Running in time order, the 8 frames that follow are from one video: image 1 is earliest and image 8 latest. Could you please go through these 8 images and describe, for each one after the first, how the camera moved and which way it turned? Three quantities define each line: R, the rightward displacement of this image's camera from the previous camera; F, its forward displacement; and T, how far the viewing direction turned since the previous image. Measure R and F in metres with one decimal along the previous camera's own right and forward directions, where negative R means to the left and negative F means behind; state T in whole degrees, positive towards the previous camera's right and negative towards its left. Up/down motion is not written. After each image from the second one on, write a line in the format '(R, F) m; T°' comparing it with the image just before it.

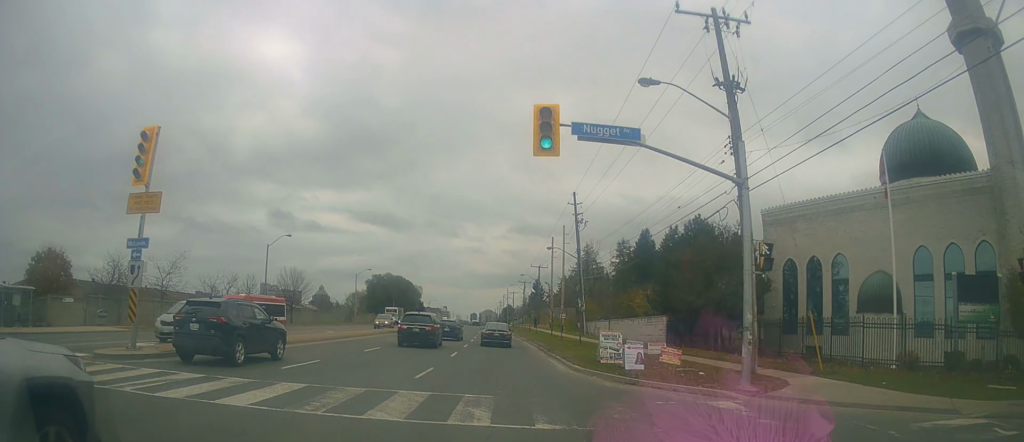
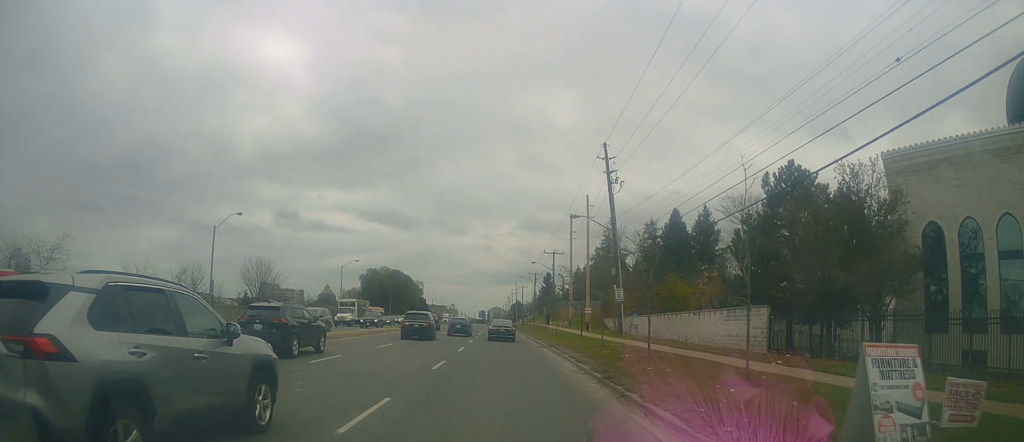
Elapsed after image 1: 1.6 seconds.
(-0.2, +14.9) m; 0°
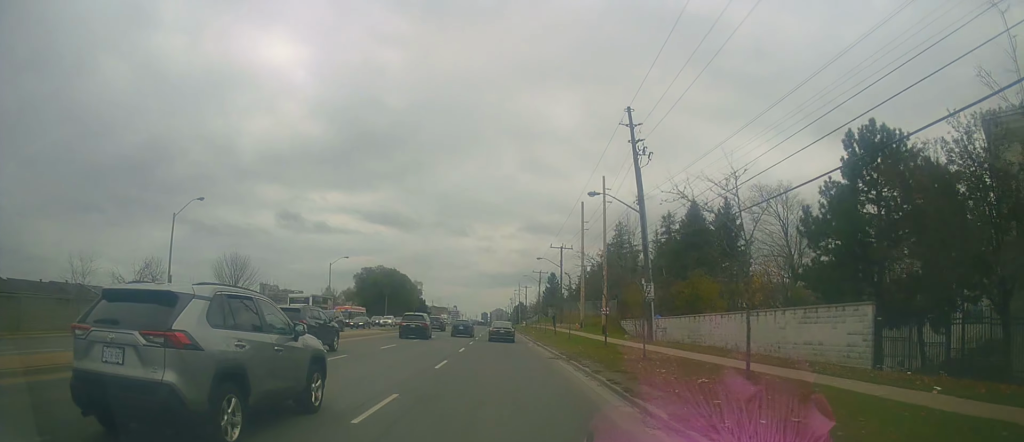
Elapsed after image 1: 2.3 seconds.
(0.0, +7.9) m; +1°
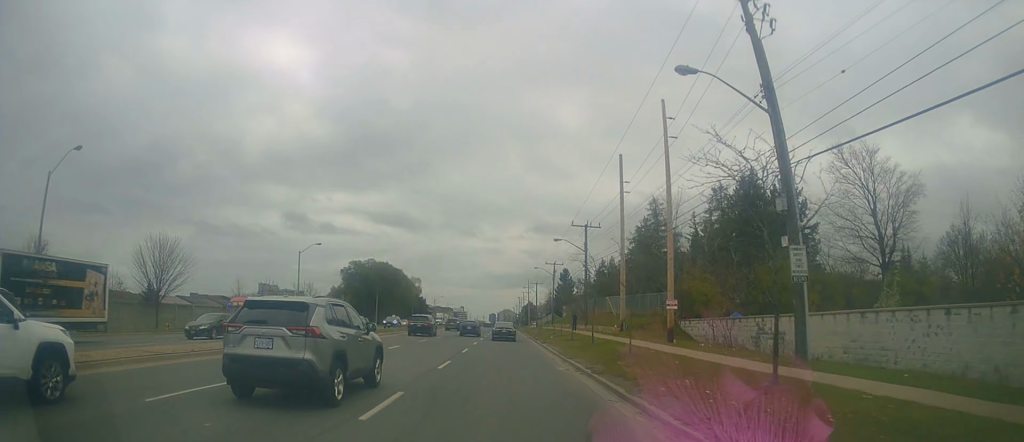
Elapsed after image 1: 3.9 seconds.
(+0.2, +16.8) m; -3°
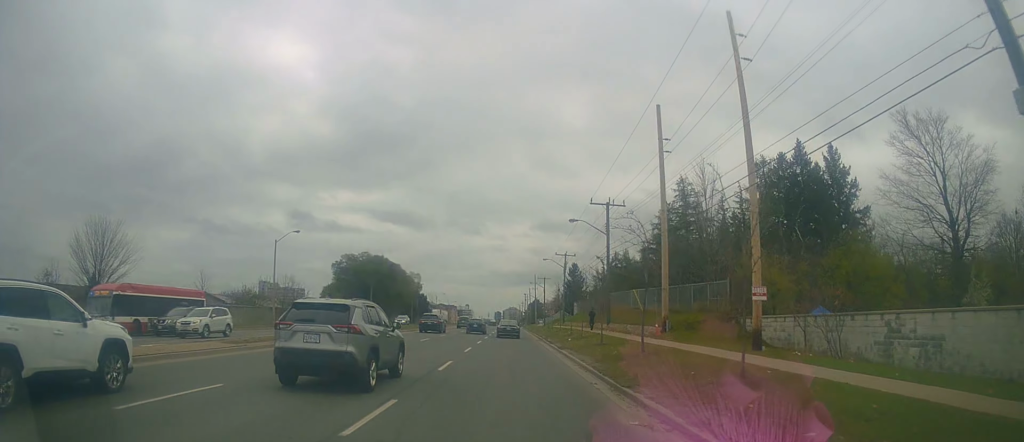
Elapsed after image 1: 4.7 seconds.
(-0.6, +9.7) m; -2°
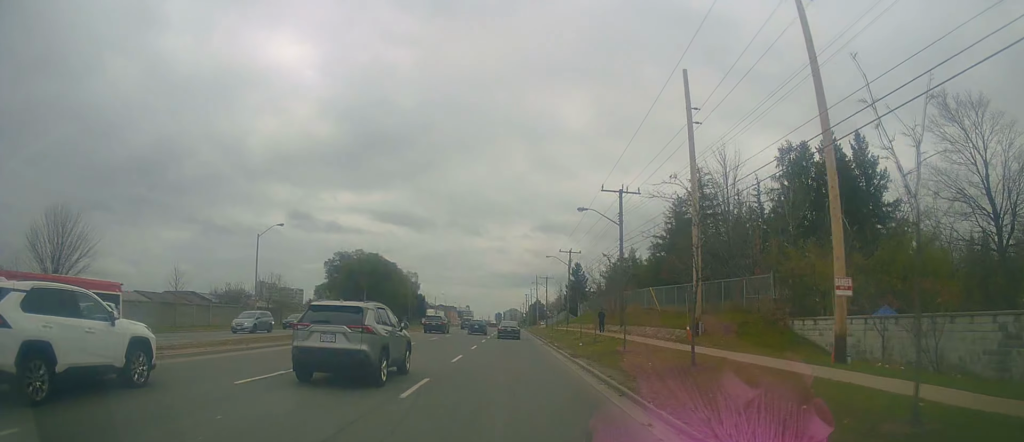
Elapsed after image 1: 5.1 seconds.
(-0.1, +5.2) m; 0°
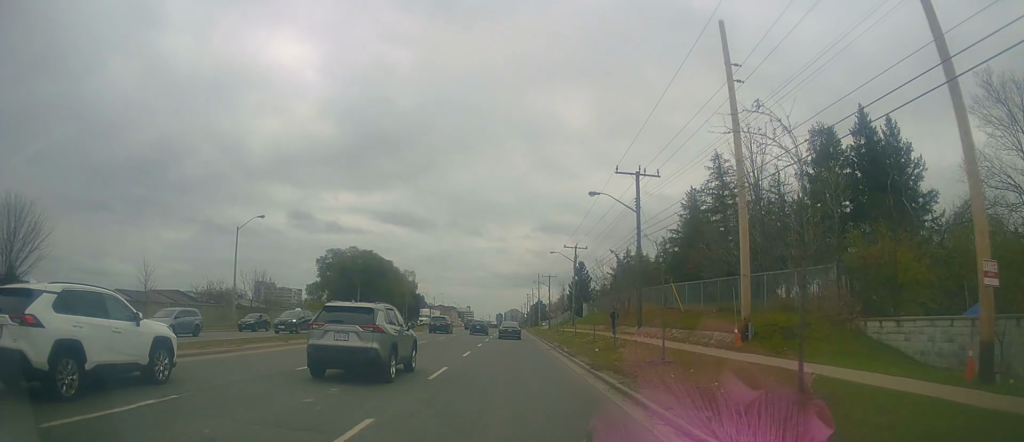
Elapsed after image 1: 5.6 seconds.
(+0.1, +5.3) m; +1°
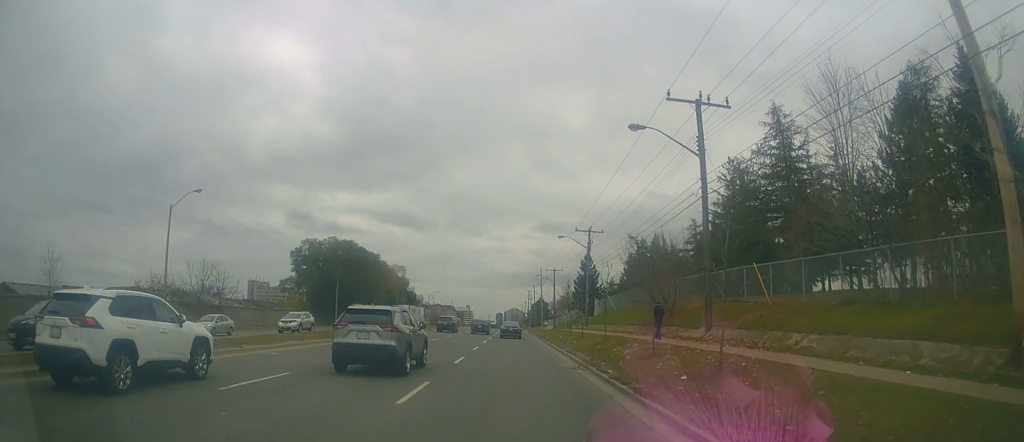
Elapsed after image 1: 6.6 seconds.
(+0.1, +12.7) m; +1°
